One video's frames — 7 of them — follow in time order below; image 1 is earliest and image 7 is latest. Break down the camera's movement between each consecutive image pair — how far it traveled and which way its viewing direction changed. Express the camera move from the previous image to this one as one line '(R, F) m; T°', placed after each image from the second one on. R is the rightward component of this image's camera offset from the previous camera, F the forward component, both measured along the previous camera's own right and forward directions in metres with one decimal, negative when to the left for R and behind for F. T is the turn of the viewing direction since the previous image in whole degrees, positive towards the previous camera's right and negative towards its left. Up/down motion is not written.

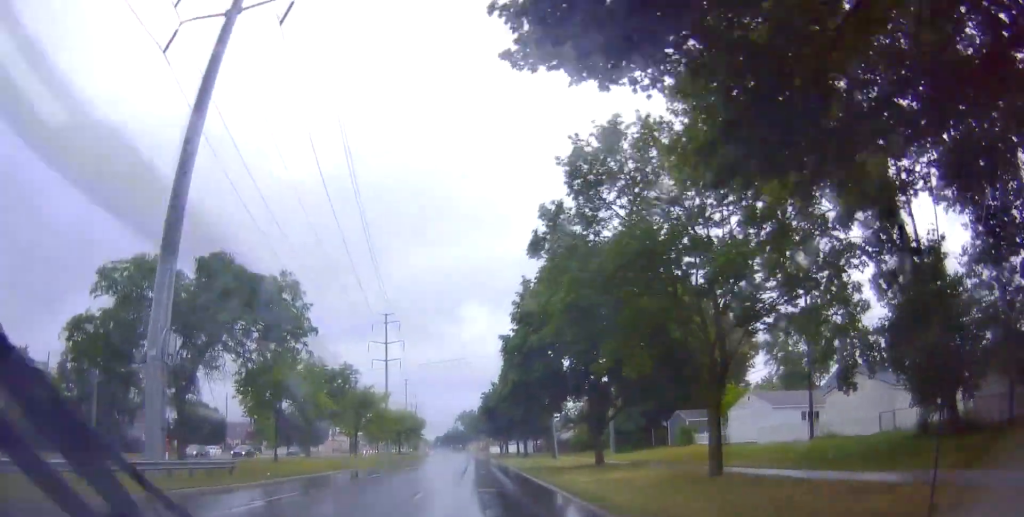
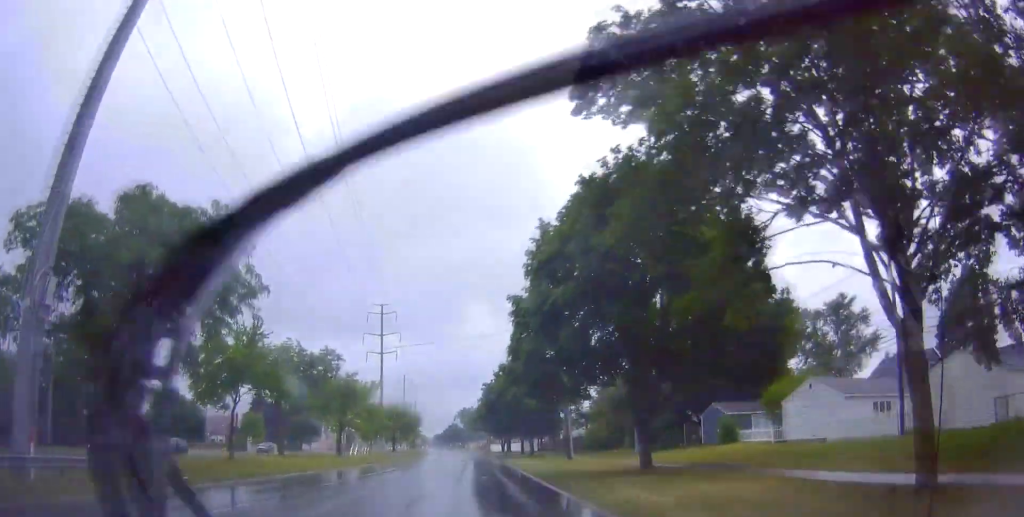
(-0.2, +8.7) m; -1°
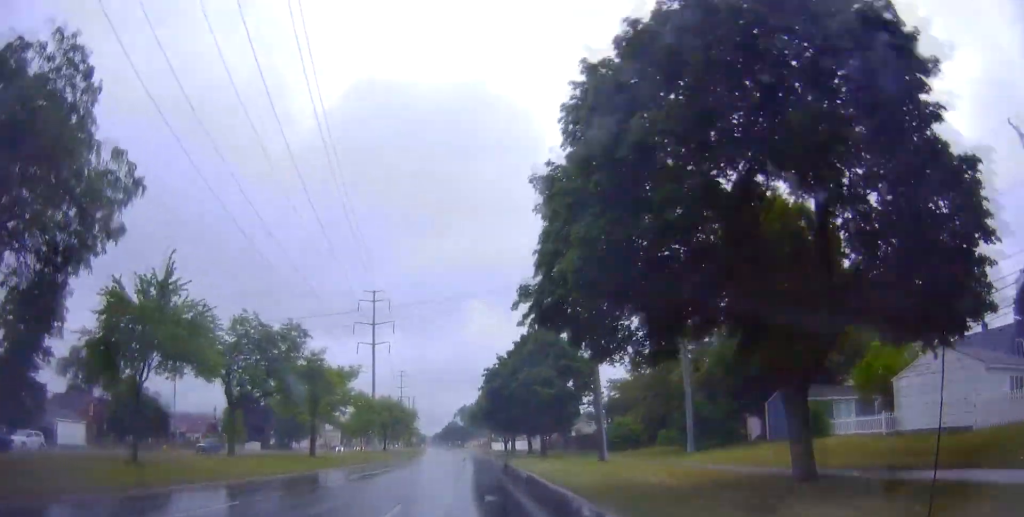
(-0.4, +11.8) m; -1°
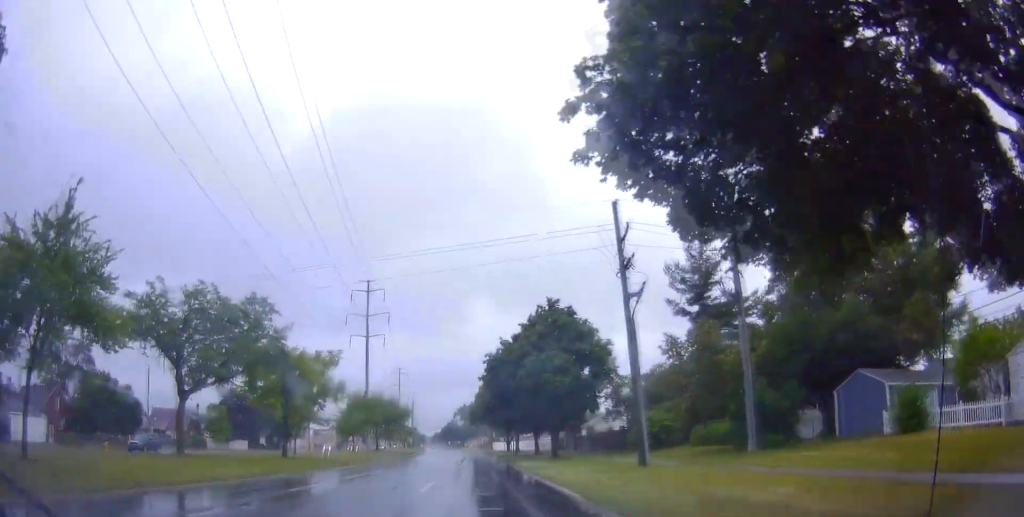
(+0.2, +8.3) m; +1°
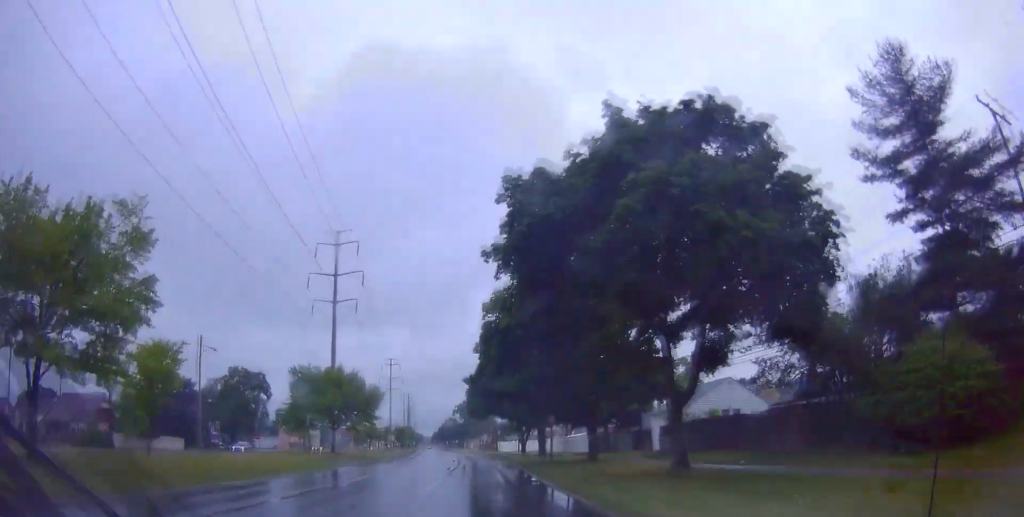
(+0.9, +31.0) m; +1°
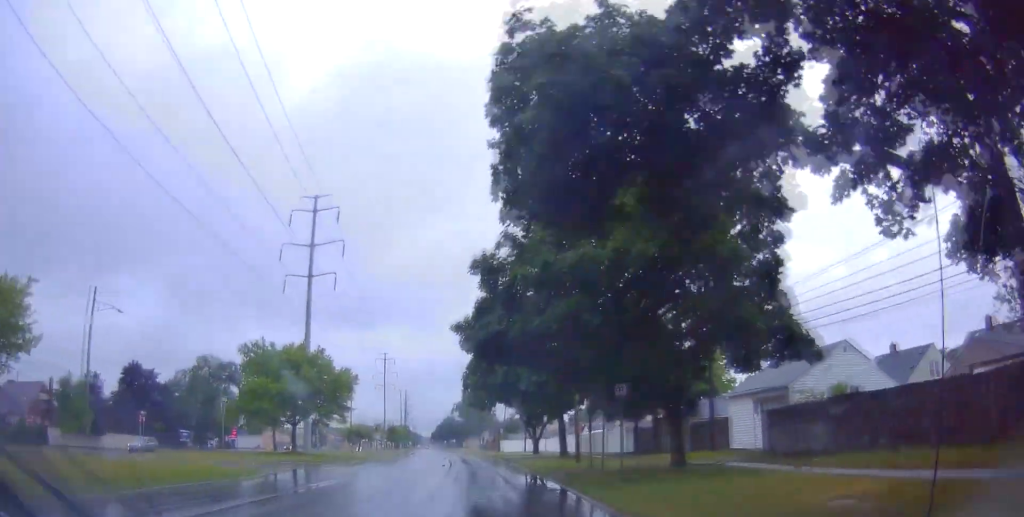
(-0.2, +15.1) m; -2°
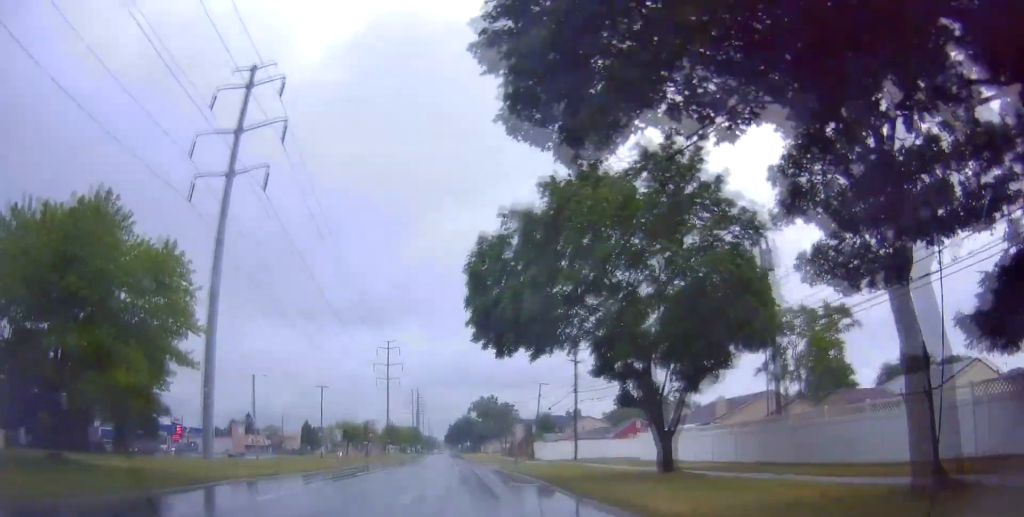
(-0.8, +35.1) m; +1°
